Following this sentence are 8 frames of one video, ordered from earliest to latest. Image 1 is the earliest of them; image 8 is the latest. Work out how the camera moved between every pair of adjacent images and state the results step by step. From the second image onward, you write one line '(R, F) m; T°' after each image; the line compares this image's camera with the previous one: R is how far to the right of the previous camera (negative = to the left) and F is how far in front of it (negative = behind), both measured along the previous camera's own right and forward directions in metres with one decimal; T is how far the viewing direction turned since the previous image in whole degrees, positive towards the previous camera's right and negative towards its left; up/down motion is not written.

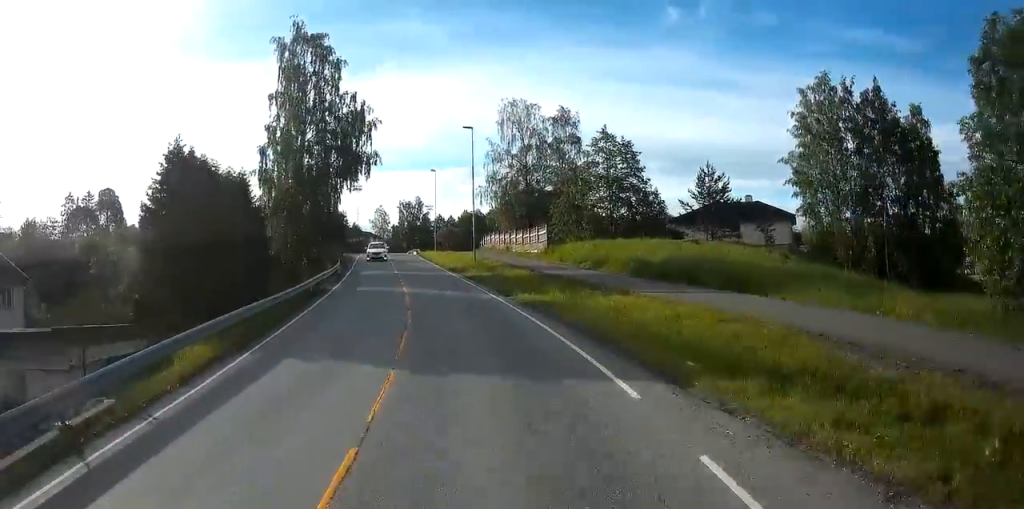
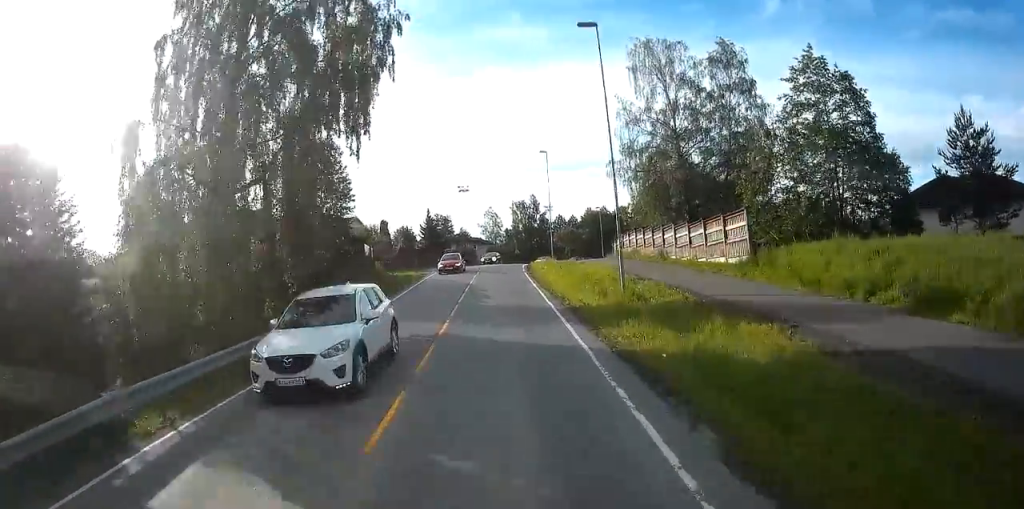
(-3.1, +21.5) m; -15°
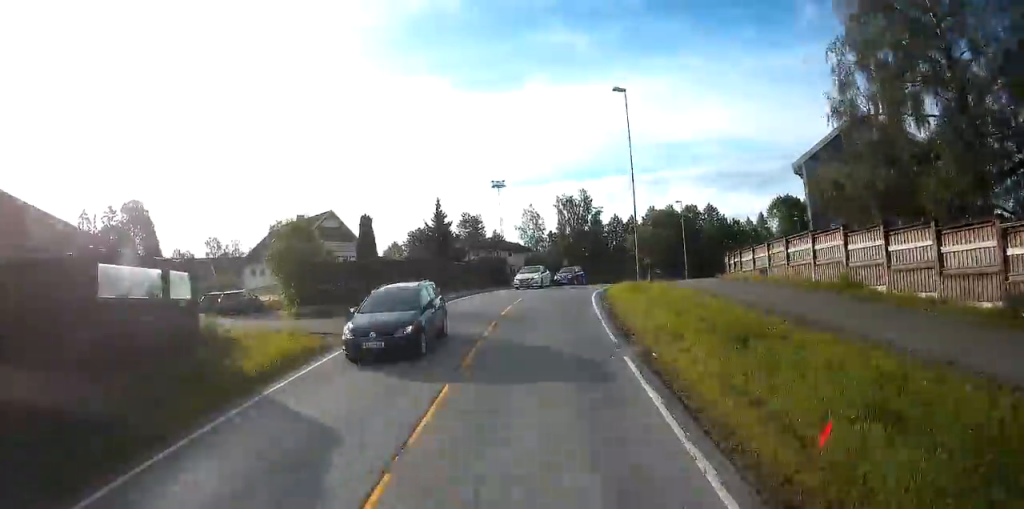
(-1.3, +28.5) m; -3°
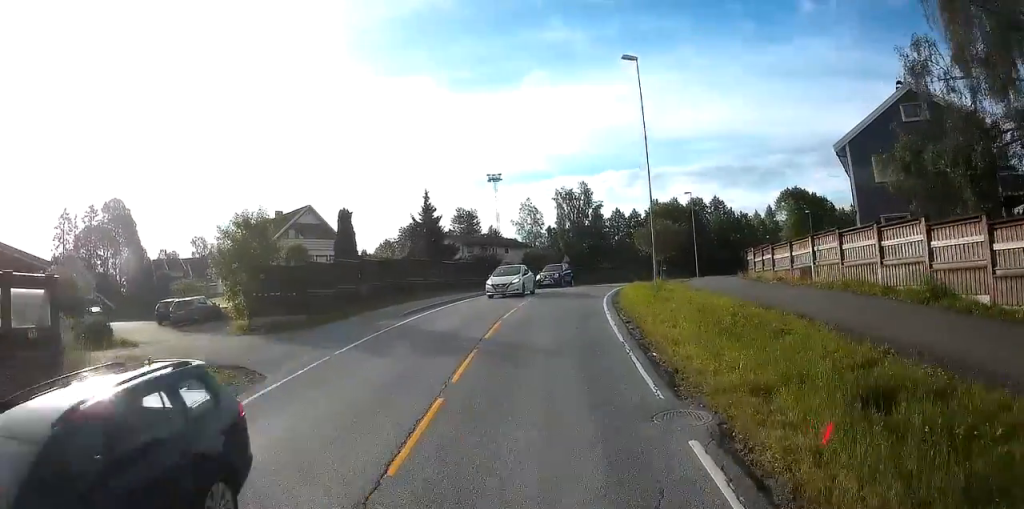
(-0.1, +5.4) m; 0°
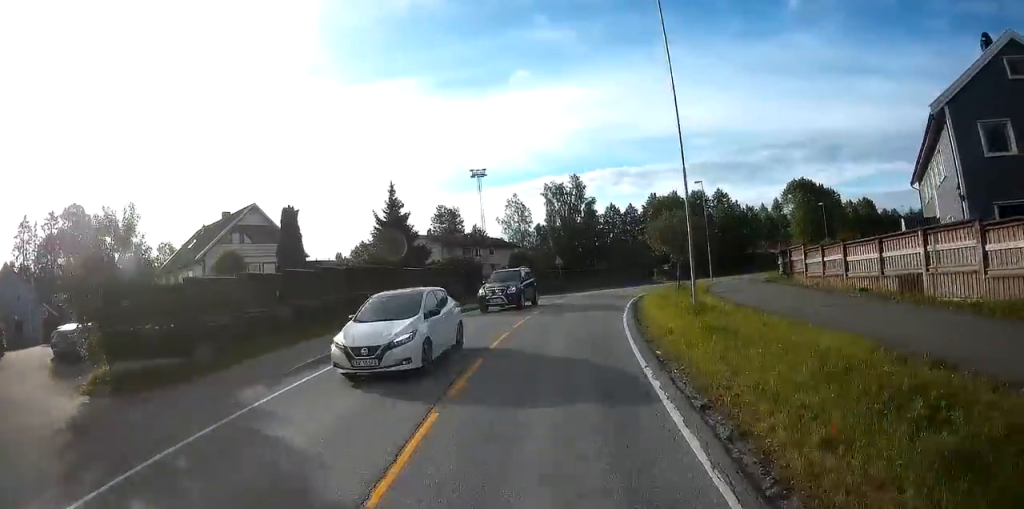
(0.0, +8.7) m; 0°
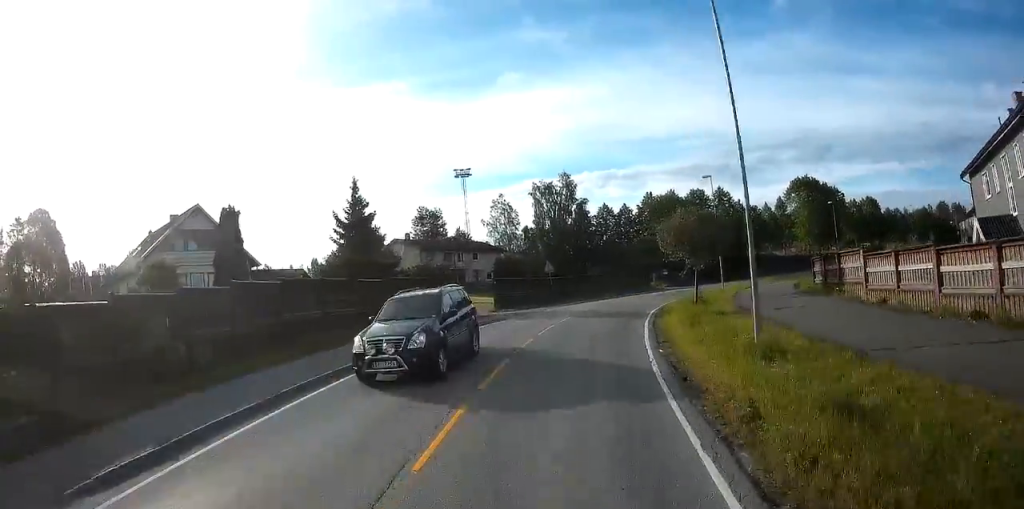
(0.0, +6.9) m; +1°
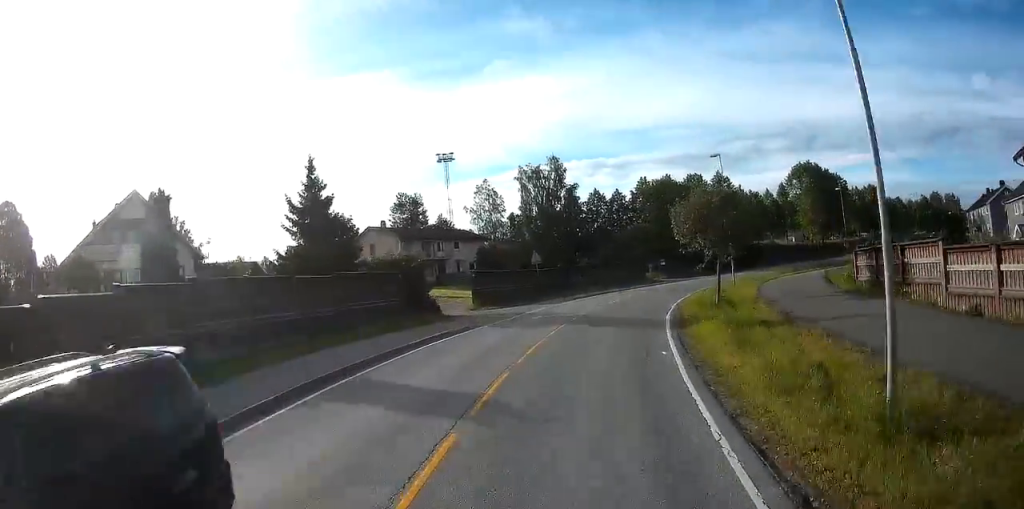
(+0.1, +6.0) m; +2°
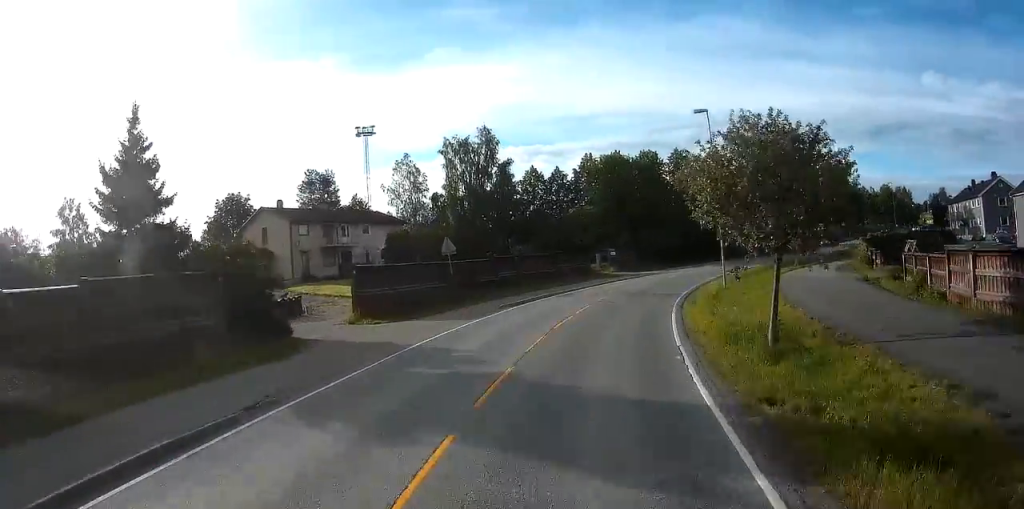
(+0.4, +12.2) m; +6°
